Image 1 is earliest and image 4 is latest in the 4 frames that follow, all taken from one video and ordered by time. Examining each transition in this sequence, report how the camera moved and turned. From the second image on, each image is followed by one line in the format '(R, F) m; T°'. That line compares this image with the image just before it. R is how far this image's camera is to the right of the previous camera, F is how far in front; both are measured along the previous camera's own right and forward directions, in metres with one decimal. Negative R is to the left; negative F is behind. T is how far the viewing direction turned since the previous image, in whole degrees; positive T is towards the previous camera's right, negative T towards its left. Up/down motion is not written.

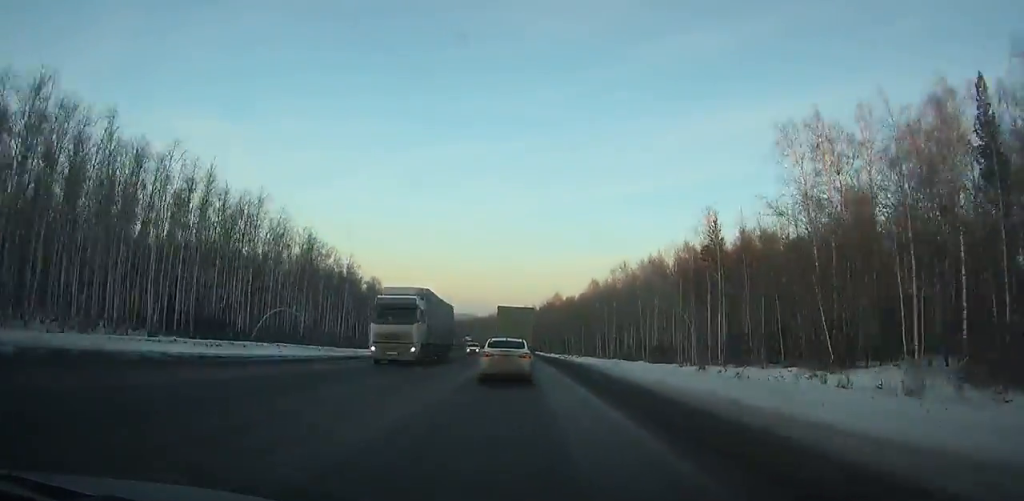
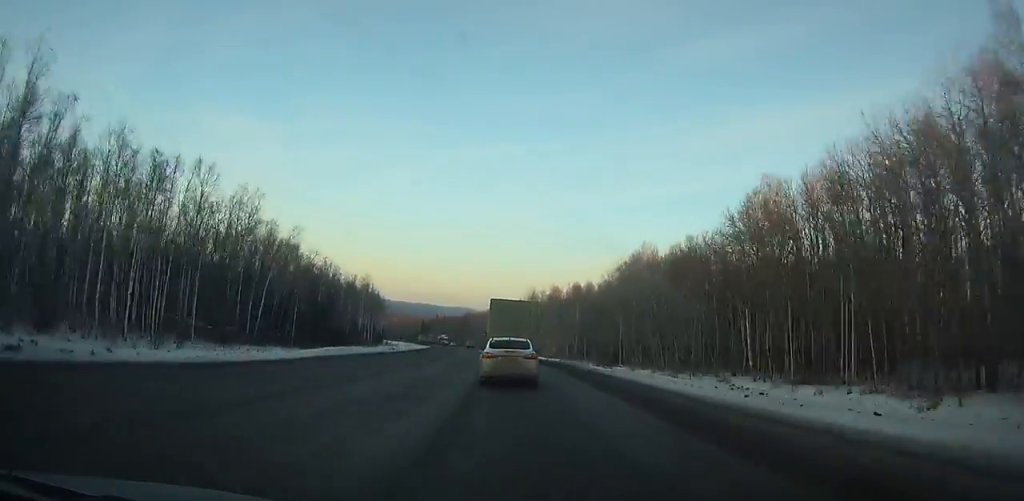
(-3.5, +100.5) m; -5°
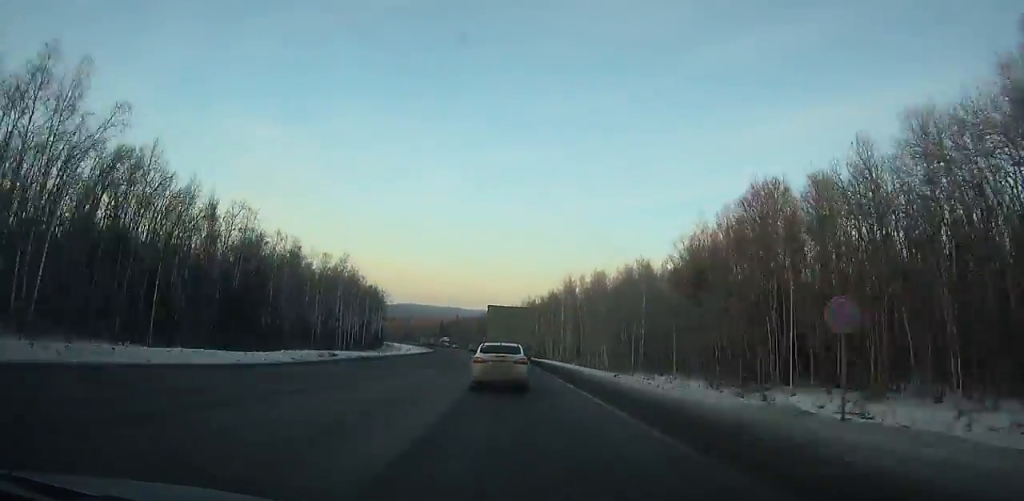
(-0.5, +41.7) m; -2°
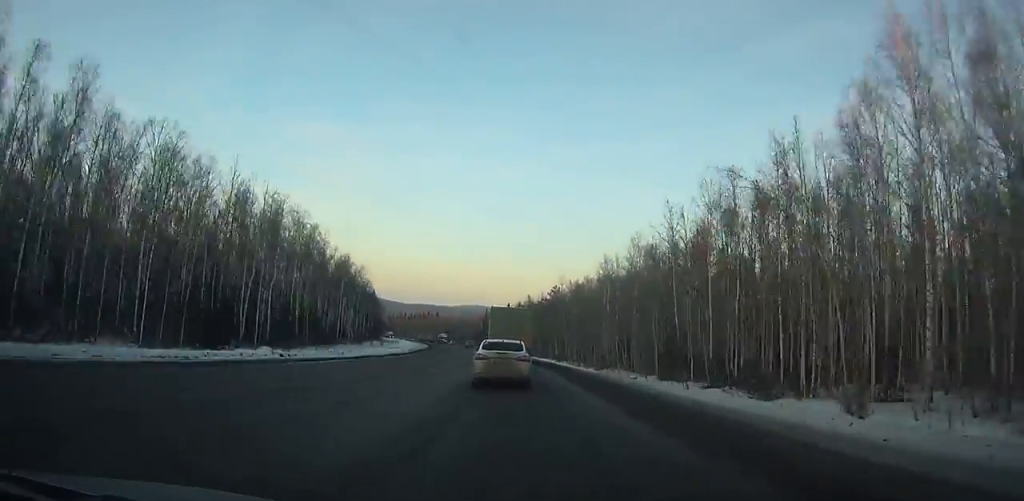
(-6.3, +112.3) m; -7°
